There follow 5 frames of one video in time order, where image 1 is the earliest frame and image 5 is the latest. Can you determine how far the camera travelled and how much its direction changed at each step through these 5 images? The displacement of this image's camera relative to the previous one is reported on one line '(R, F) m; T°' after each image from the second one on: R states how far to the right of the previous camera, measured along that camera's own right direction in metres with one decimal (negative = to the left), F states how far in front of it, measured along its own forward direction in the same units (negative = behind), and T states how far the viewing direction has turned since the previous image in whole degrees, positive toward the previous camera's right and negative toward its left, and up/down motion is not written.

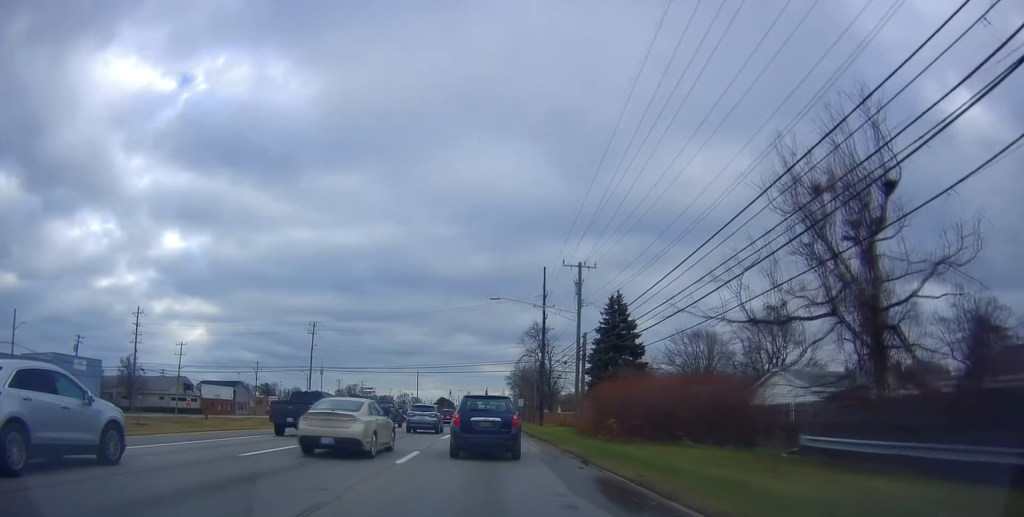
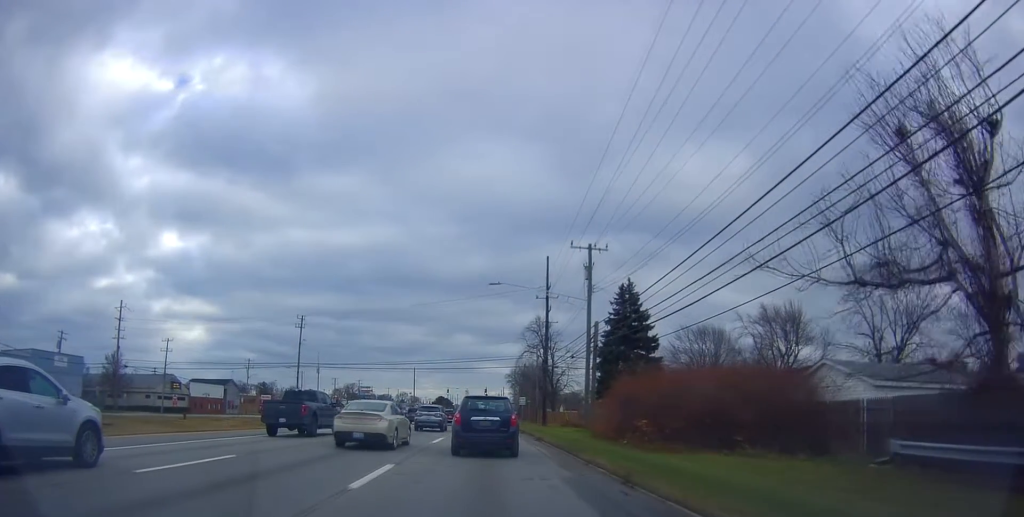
(0.0, +5.6) m; 0°
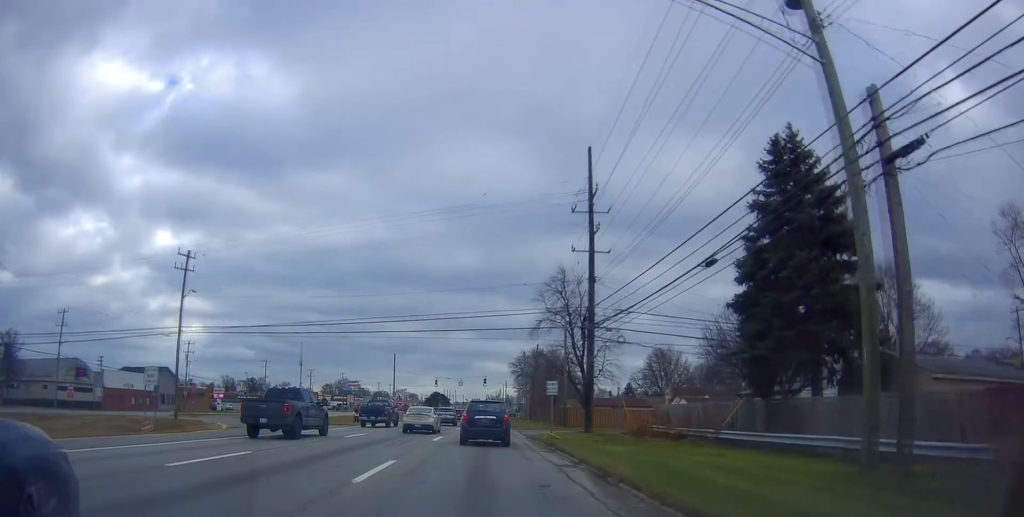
(-1.5, +32.6) m; -3°
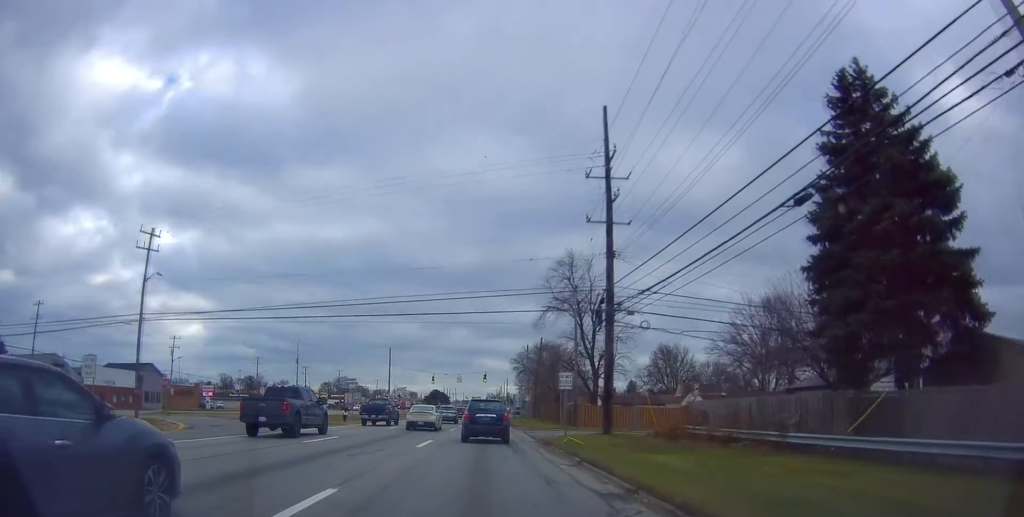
(-0.3, +6.0) m; -1°
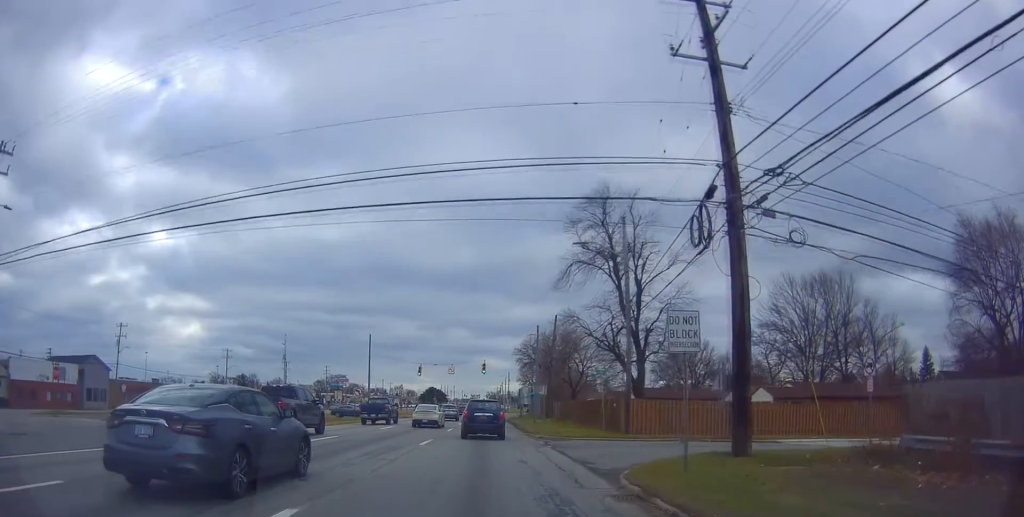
(+0.4, +17.5) m; +4°
